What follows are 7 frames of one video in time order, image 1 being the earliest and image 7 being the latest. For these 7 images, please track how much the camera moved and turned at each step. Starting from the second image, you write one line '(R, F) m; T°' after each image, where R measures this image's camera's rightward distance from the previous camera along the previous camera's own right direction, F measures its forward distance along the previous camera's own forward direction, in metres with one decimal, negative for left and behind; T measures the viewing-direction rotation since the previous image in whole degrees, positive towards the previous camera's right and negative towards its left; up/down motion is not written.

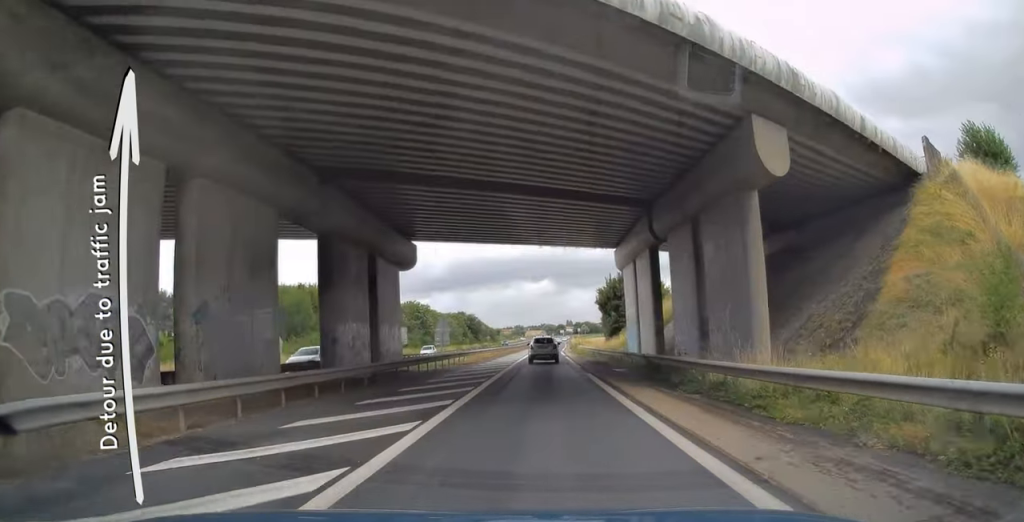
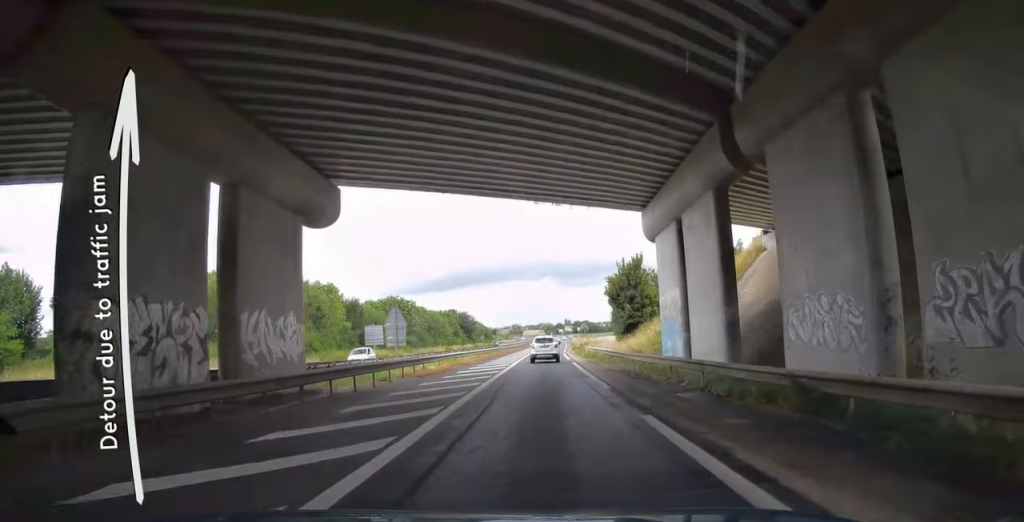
(0.0, +13.1) m; 0°
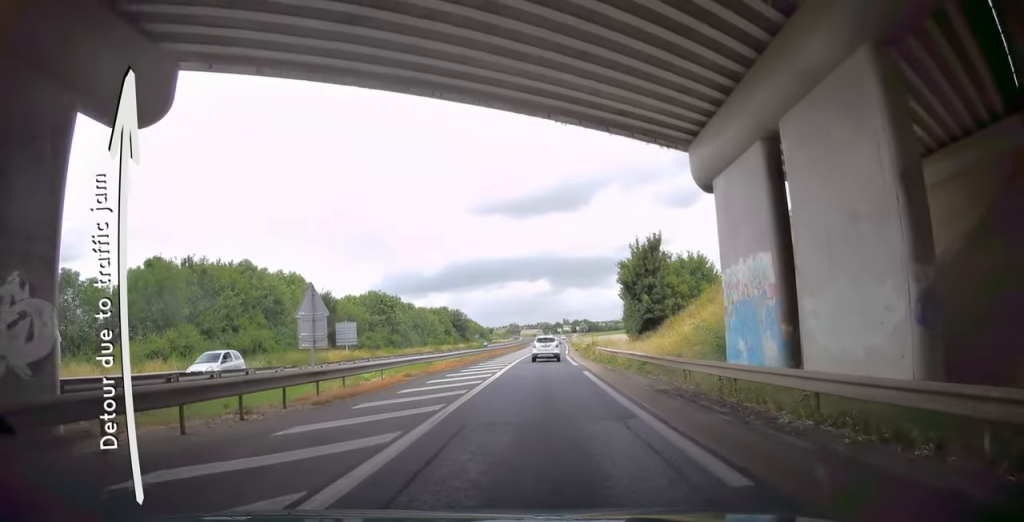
(0.0, +10.8) m; 0°
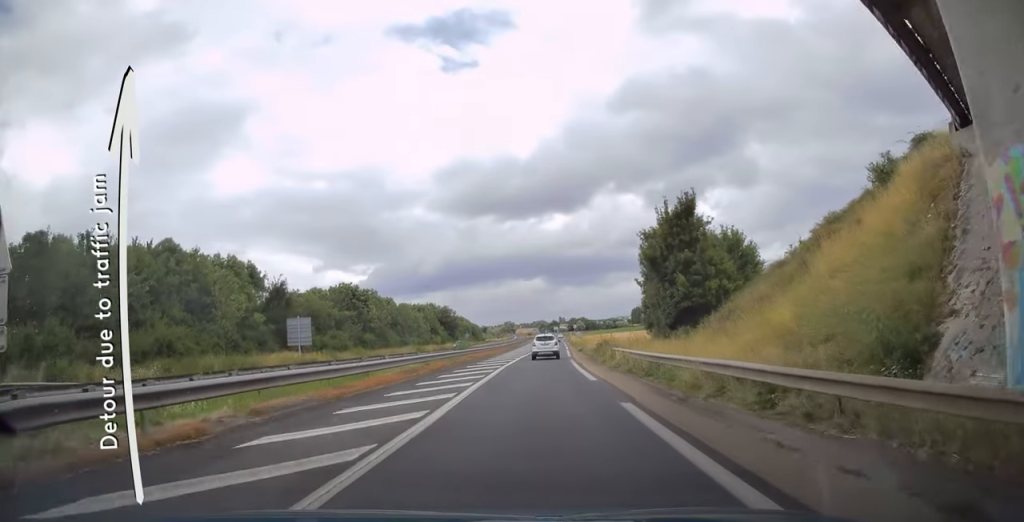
(0.0, +12.5) m; +1°
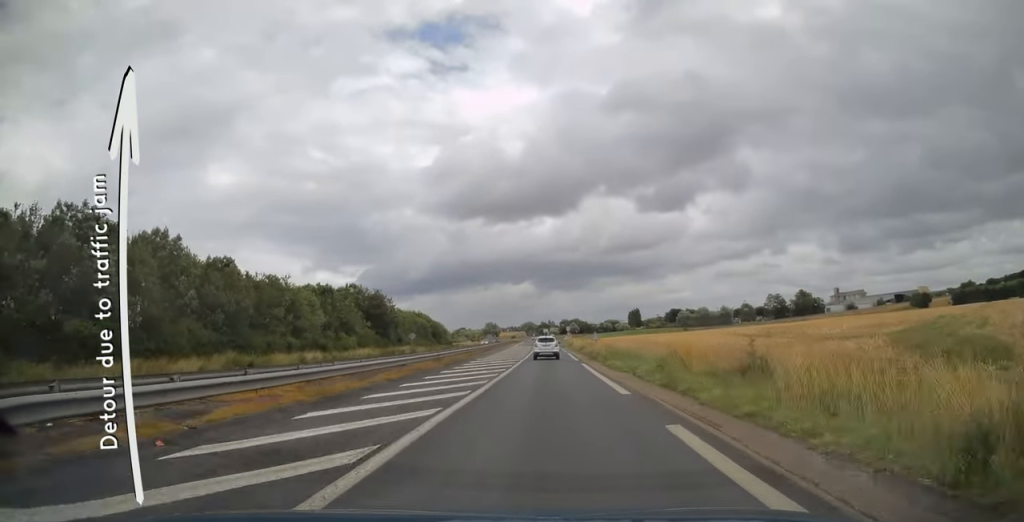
(+0.5, +53.6) m; -1°
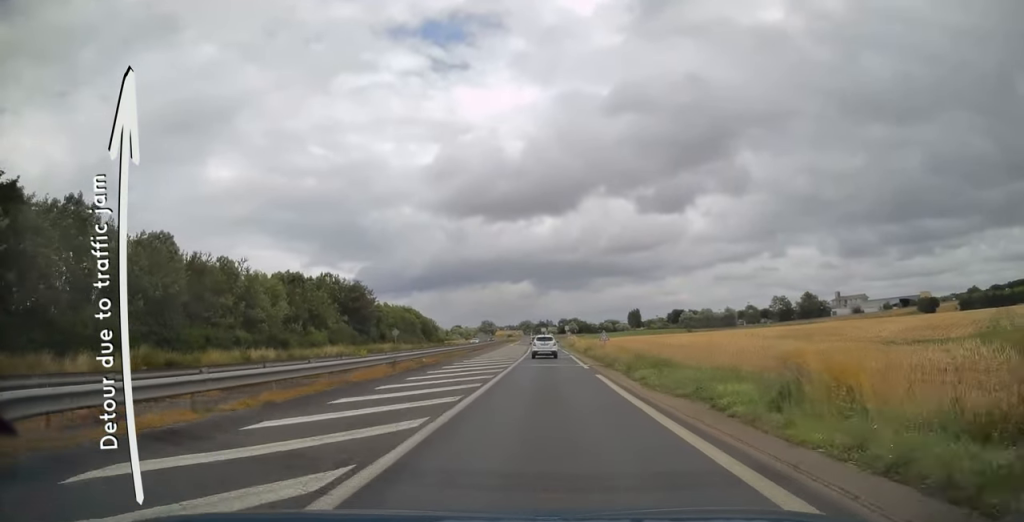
(-0.2, +10.5) m; +1°
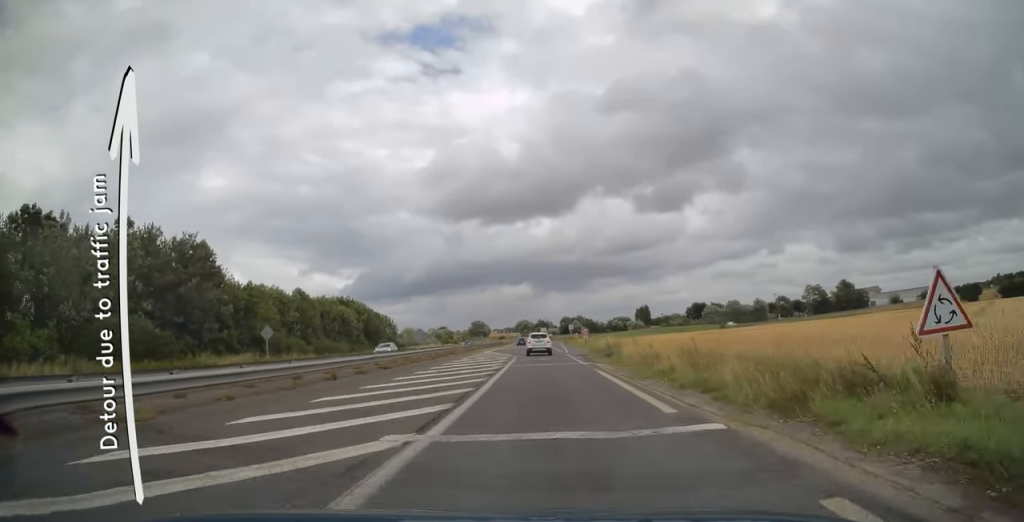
(+1.9, +45.6) m; +2°
